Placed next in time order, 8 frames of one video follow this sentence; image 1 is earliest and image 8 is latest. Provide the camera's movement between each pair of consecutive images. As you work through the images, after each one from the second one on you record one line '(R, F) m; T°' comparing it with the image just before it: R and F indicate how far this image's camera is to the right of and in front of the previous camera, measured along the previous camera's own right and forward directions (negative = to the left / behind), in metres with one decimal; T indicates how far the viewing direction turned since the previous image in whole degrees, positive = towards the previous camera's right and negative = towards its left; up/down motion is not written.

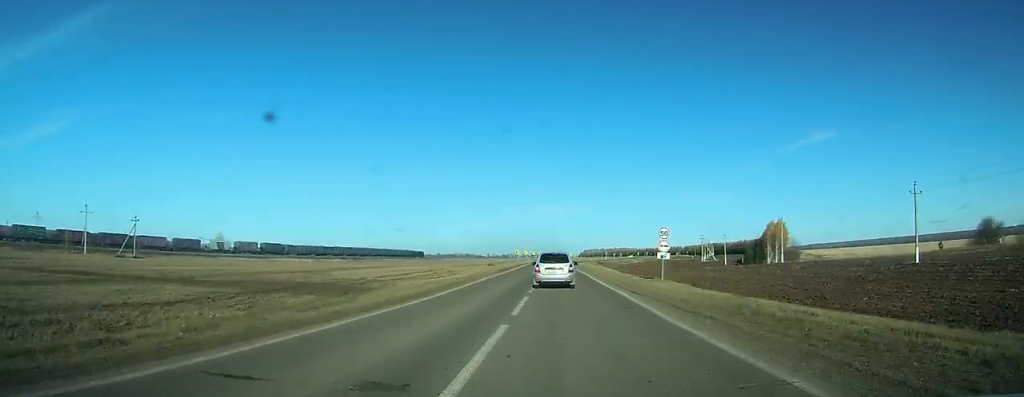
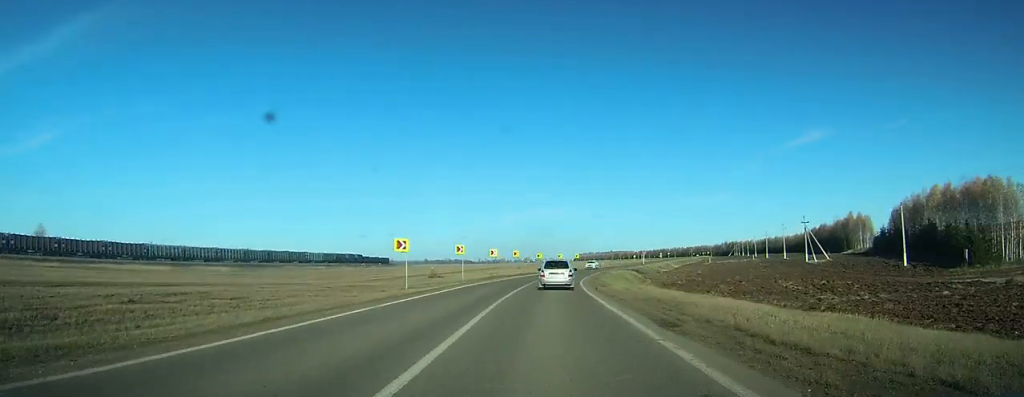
(-0.4, +91.0) m; 0°
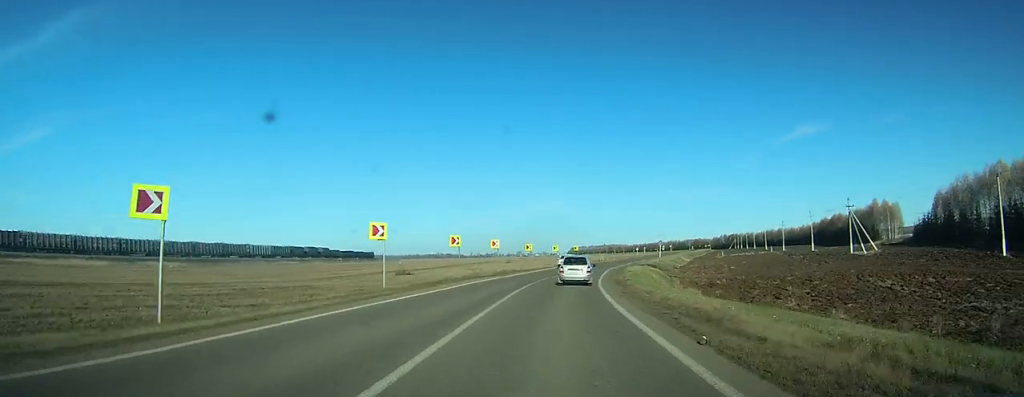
(+0.1, +20.2) m; +1°
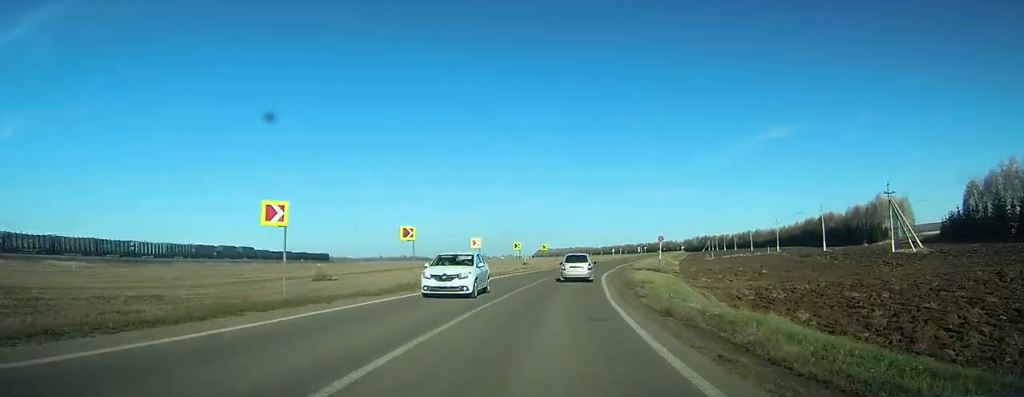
(+0.1, +21.7) m; +2°
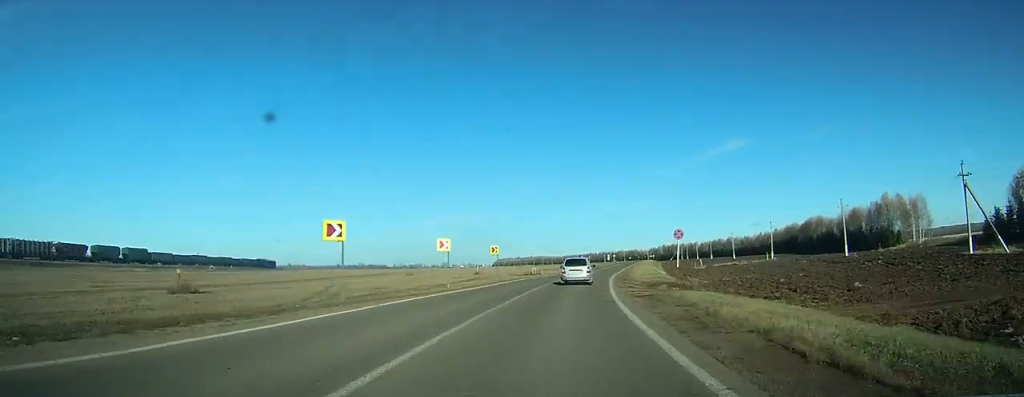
(+0.7, +23.4) m; +3°
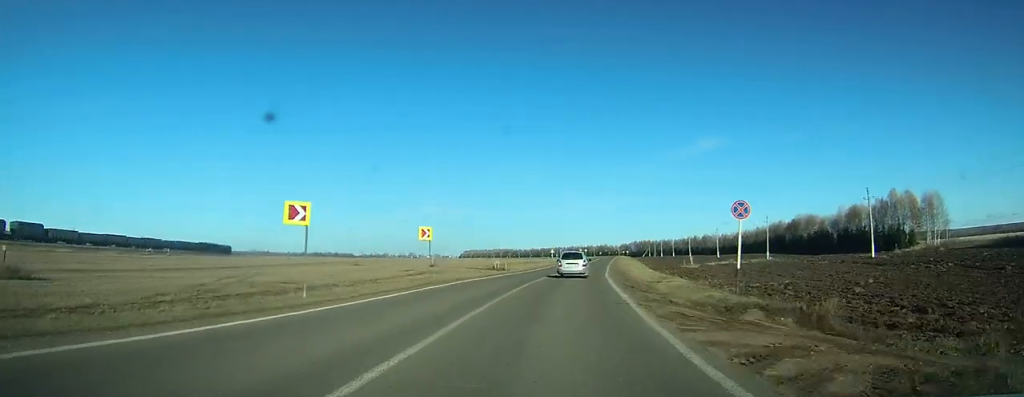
(-0.1, +17.4) m; +3°
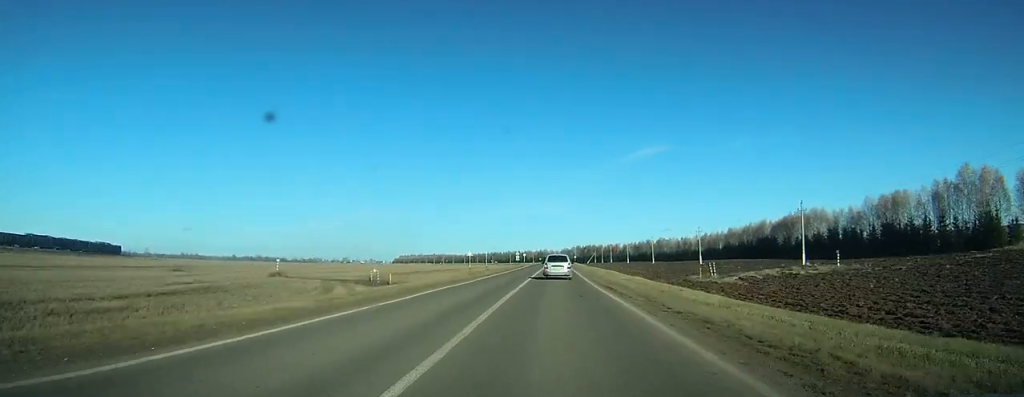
(+3.1, +46.1) m; +6°
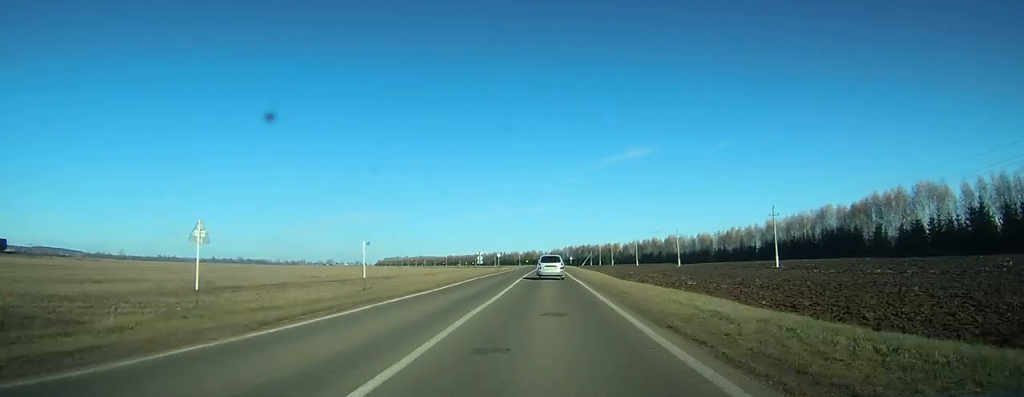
(+1.6, +52.7) m; +2°
